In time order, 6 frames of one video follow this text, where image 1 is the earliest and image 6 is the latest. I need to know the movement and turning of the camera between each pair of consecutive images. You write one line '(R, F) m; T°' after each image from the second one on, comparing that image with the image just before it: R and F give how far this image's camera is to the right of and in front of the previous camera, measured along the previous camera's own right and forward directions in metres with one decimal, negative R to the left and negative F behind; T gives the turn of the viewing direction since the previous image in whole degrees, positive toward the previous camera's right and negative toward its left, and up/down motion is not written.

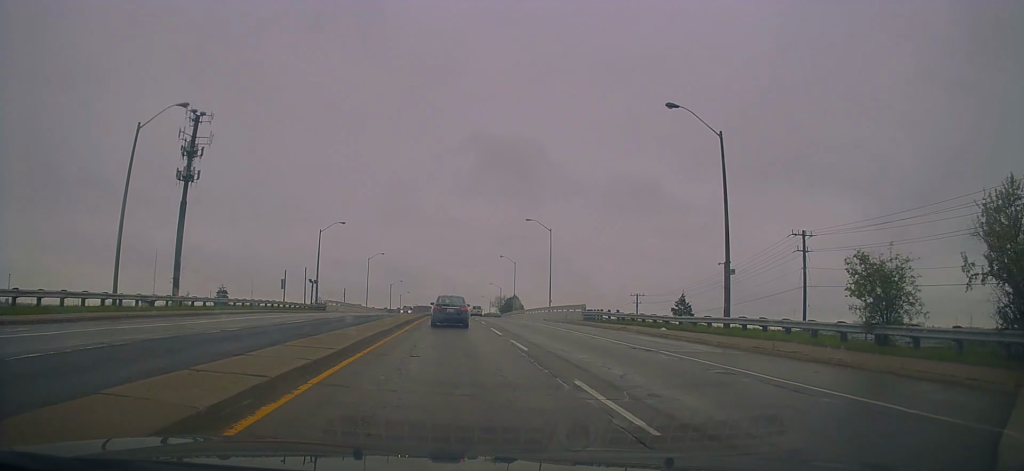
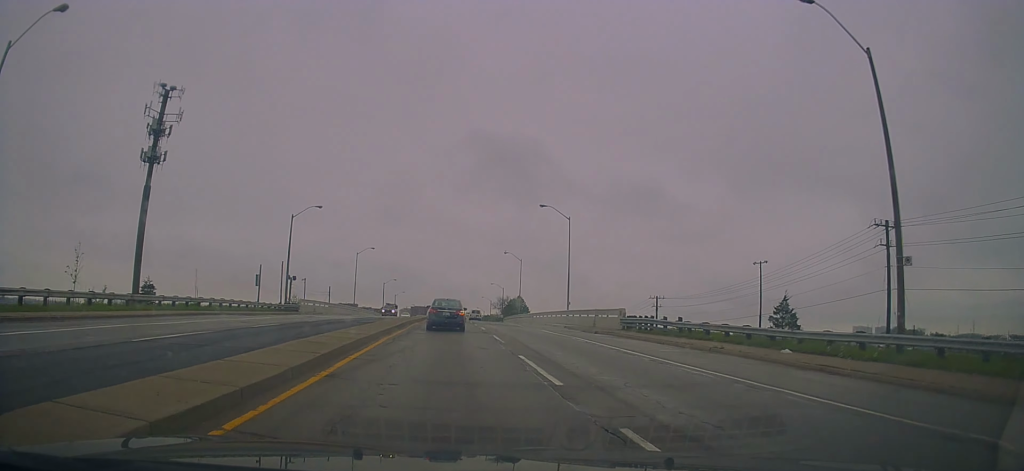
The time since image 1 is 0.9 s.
(+0.1, +12.3) m; +1°
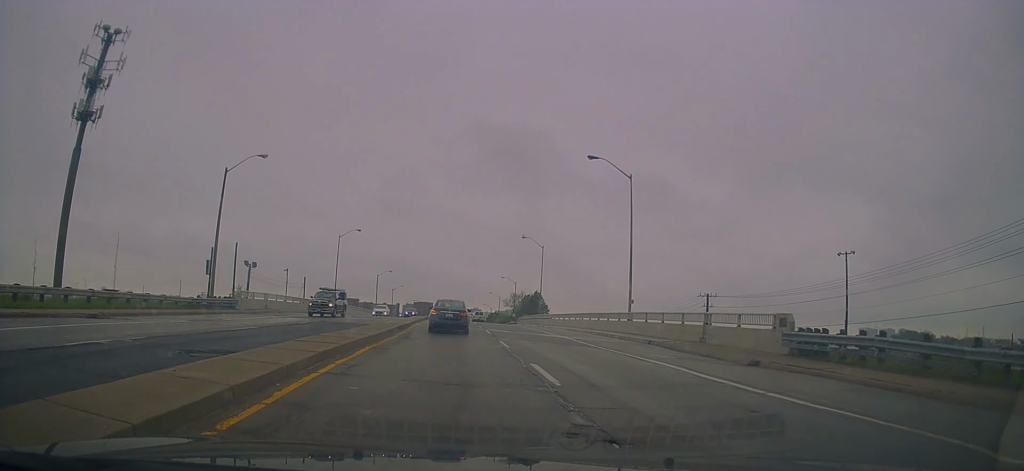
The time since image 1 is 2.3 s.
(+0.3, +21.6) m; +1°
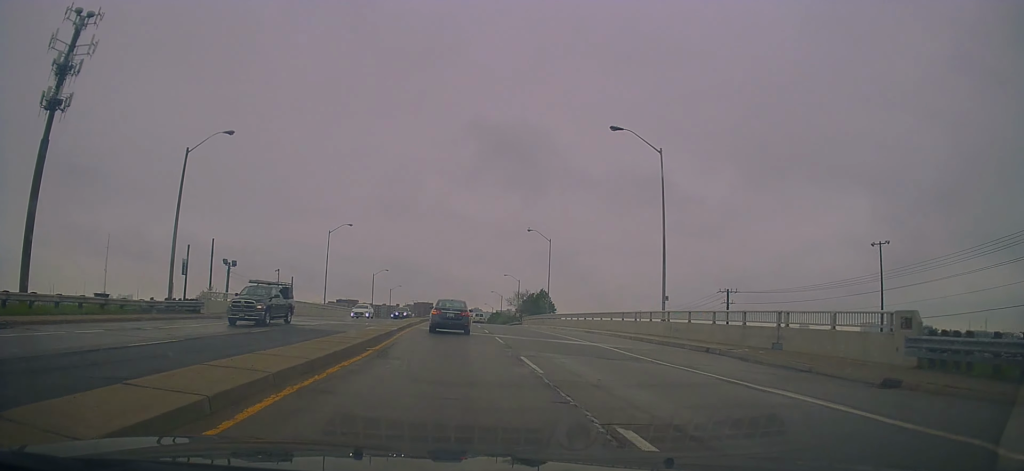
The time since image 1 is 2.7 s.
(0.0, +6.2) m; 0°
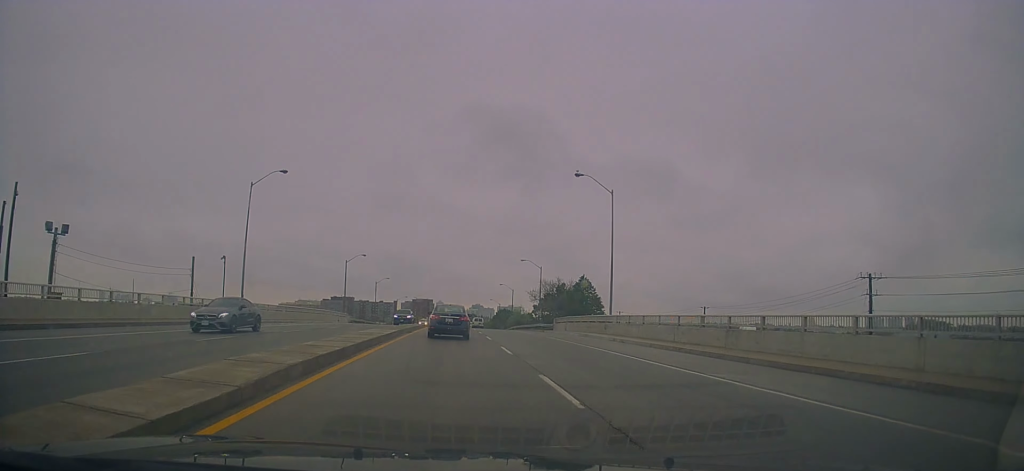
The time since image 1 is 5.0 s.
(0.0, +29.5) m; +1°
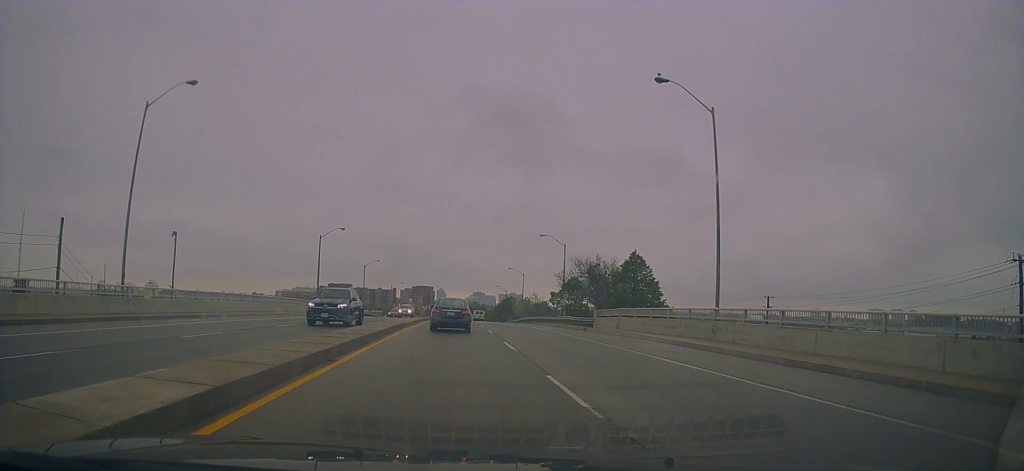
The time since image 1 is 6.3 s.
(+0.1, +19.0) m; -2°
